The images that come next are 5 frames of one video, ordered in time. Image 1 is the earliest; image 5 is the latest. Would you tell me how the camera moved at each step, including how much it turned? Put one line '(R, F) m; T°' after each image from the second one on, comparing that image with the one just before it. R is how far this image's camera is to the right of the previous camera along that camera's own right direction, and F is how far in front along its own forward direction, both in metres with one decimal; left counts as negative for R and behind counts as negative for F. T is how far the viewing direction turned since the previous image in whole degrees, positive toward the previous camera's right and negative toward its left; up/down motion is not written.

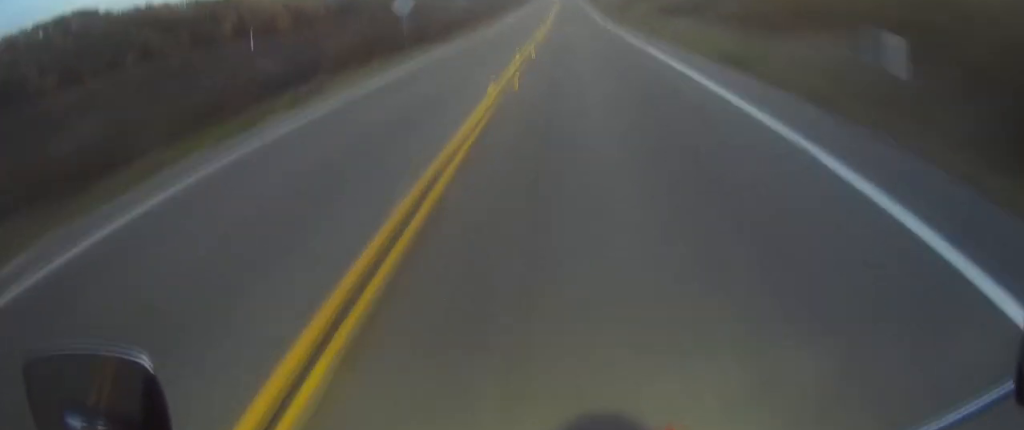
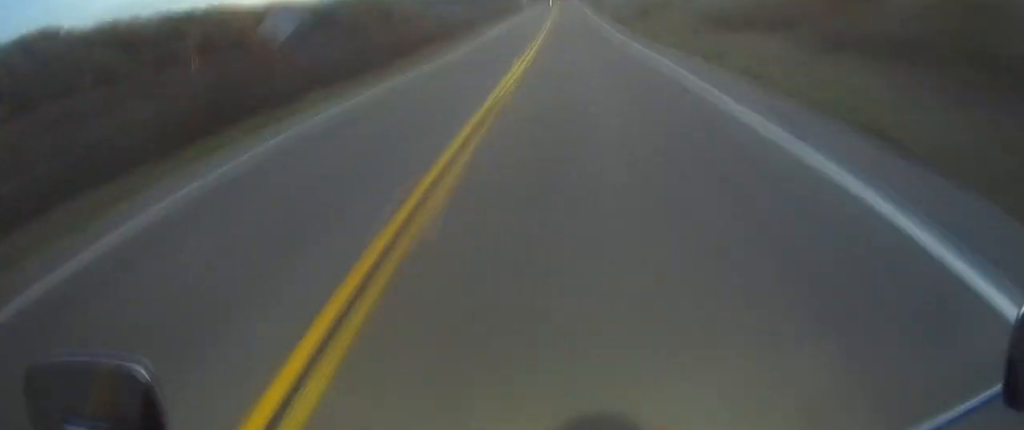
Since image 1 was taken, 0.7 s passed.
(+0.4, +14.5) m; +1°
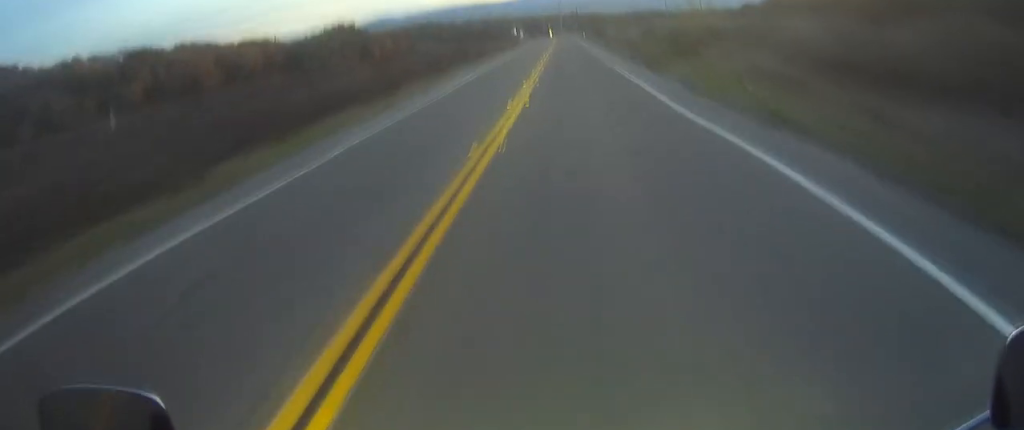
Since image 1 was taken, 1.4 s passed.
(+0.3, +16.1) m; +1°
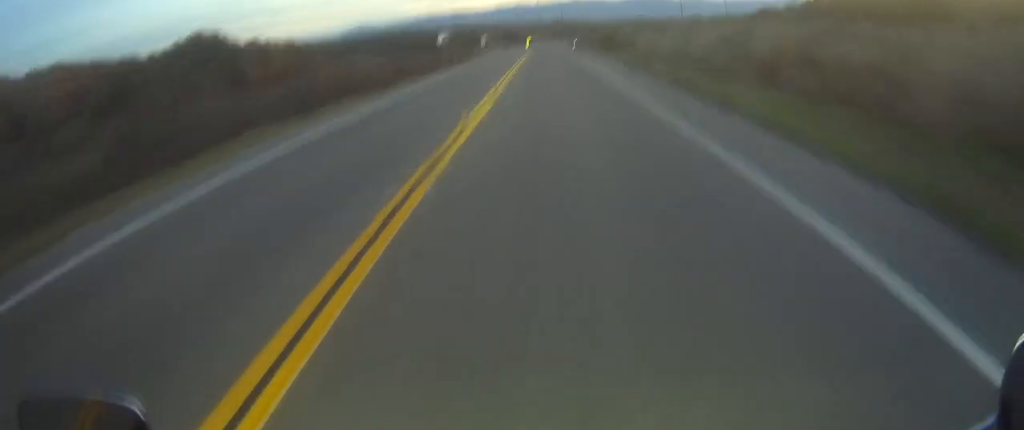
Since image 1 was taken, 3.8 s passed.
(+1.0, +56.2) m; 0°
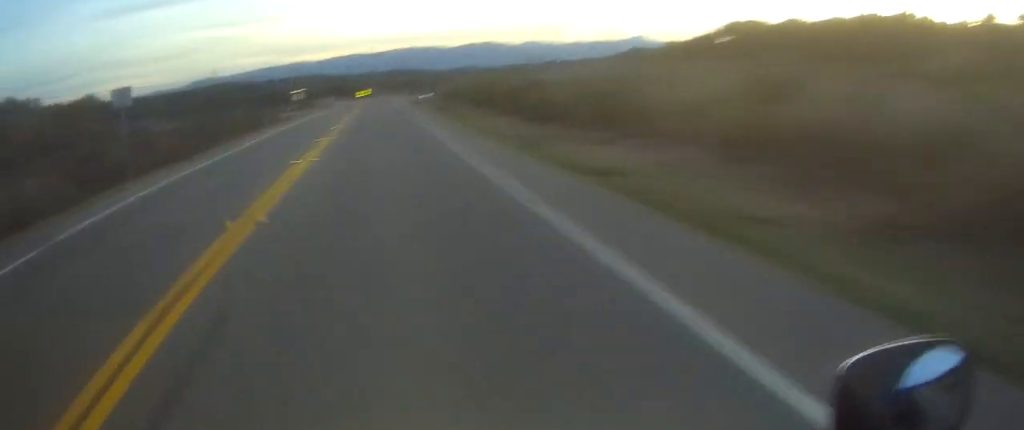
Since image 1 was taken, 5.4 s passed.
(-0.9, +35.5) m; -1°
